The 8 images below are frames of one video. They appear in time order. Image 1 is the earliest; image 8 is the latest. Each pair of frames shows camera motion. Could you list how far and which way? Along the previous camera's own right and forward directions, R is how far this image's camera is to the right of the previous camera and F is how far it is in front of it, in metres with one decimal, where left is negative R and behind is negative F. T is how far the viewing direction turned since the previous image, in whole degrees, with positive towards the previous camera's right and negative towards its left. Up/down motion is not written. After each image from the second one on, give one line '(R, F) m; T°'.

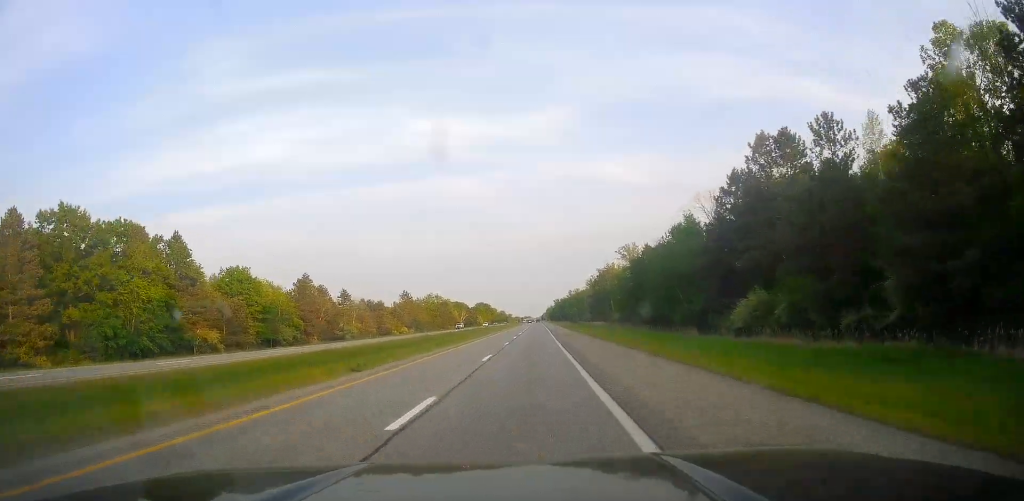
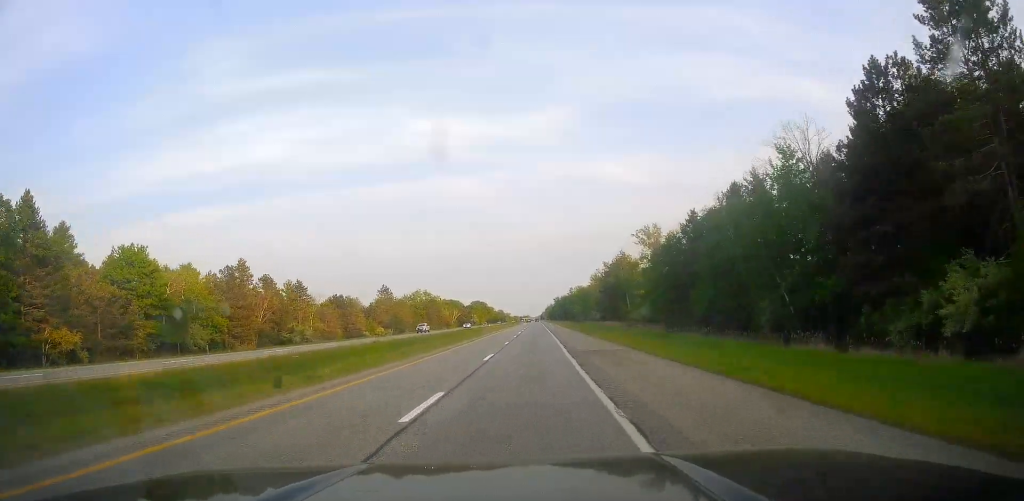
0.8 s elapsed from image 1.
(+0.3, +30.1) m; +1°
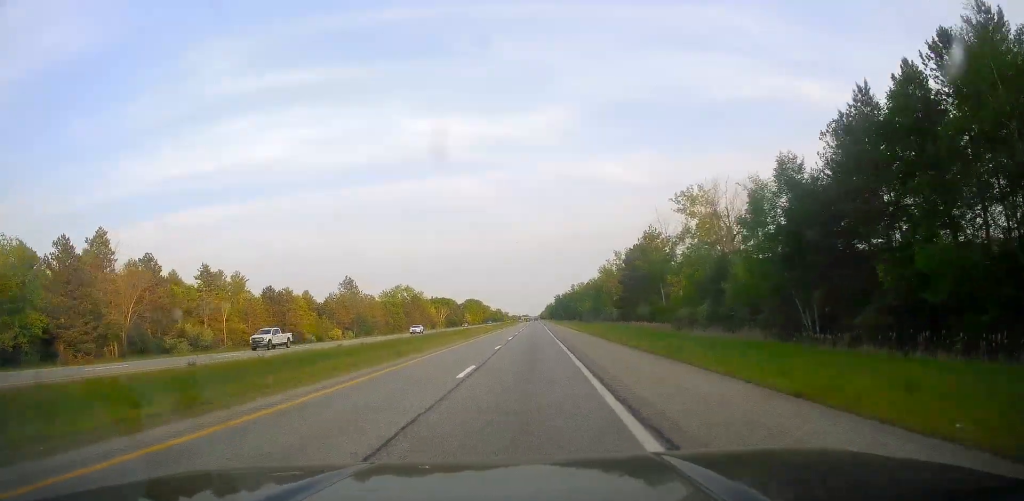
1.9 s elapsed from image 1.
(0.0, +38.5) m; 0°
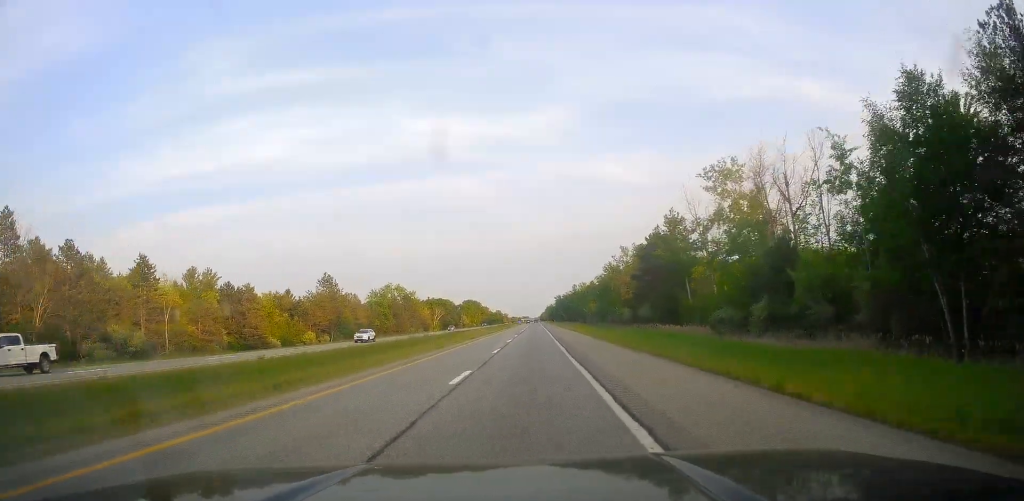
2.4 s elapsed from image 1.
(0.0, +16.9) m; 0°
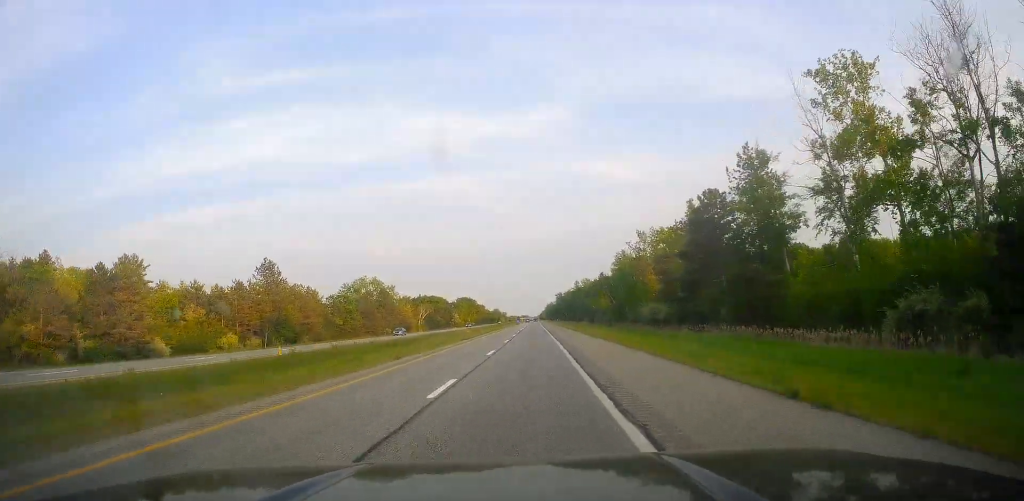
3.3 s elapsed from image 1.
(-0.2, +33.6) m; 0°
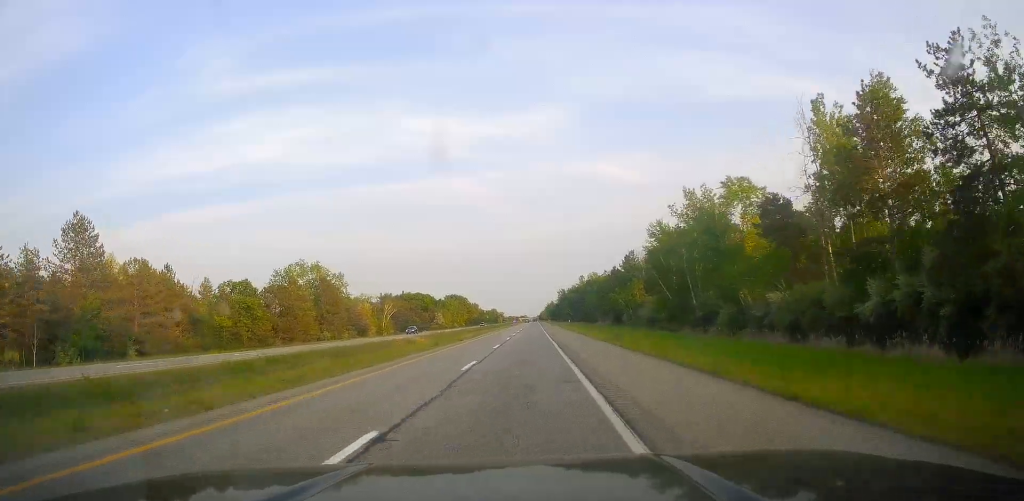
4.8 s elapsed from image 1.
(+0.1, +54.4) m; 0°
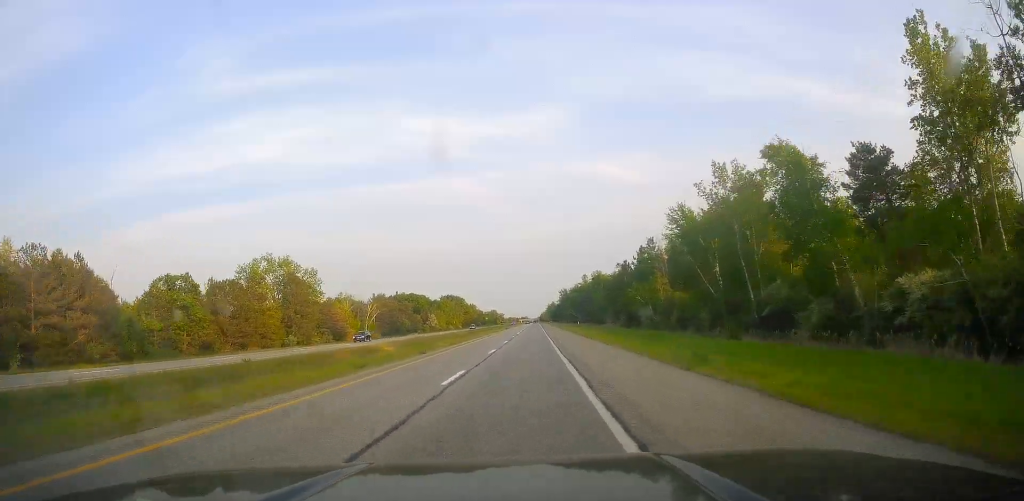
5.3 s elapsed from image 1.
(-0.2, +19.4) m; 0°
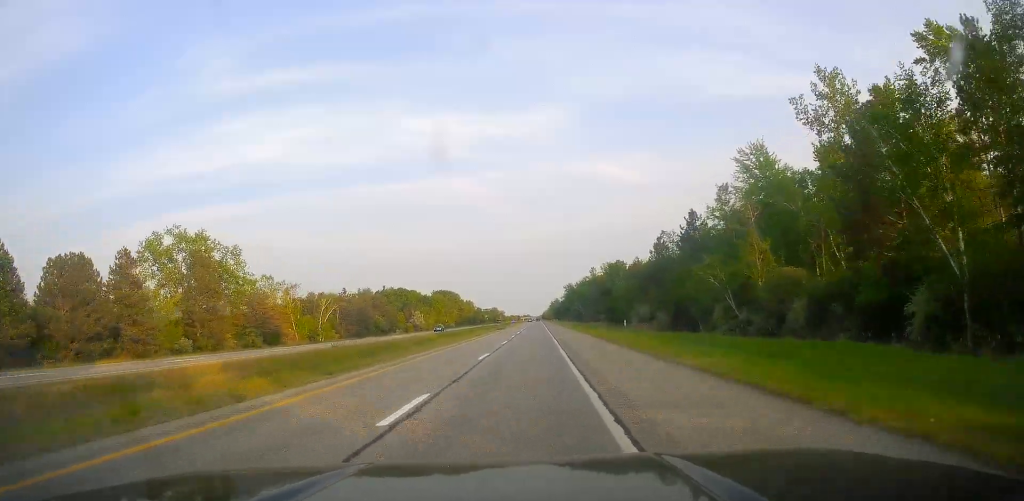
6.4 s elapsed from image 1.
(0.0, +37.3) m; 0°
